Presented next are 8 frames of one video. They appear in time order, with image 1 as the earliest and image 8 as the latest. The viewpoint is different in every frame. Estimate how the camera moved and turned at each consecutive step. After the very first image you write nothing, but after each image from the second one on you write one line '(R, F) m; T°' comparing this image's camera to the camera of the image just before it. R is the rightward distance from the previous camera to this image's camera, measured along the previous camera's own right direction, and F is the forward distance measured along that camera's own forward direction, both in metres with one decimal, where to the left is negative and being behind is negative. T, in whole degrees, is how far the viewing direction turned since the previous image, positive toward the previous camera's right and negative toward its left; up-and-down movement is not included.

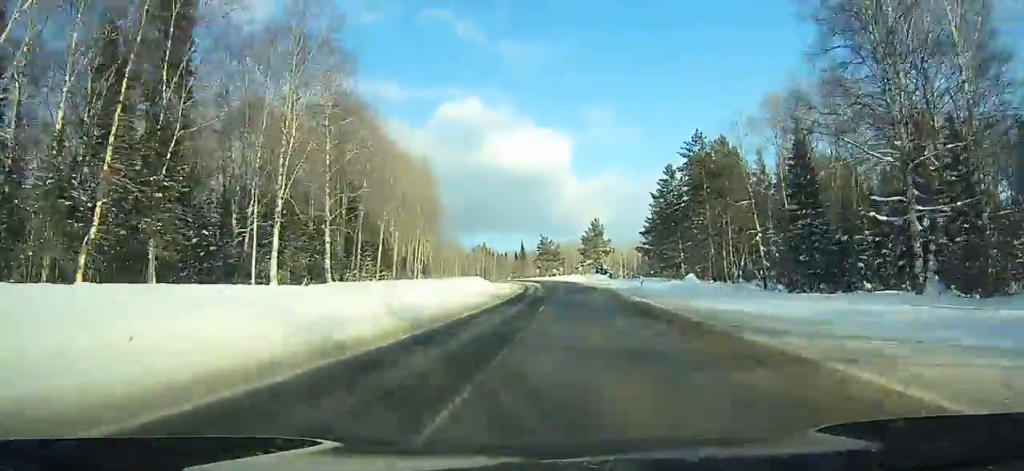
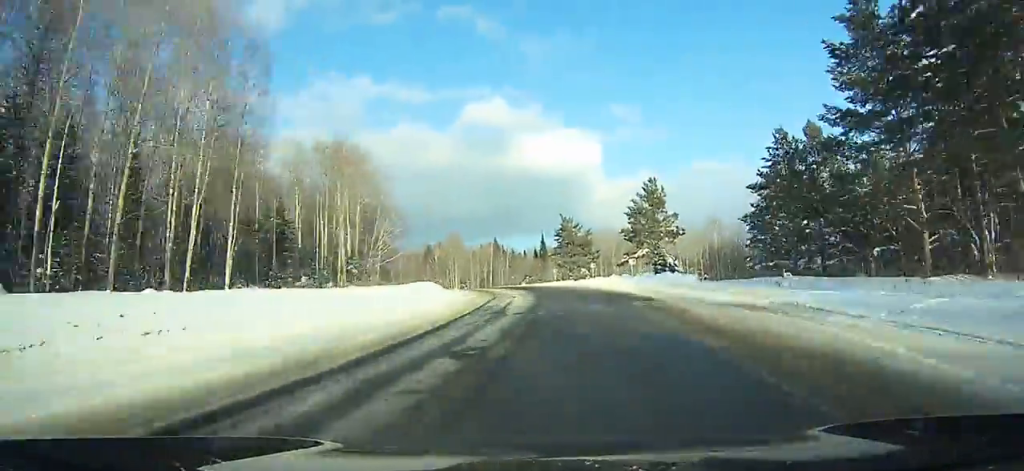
(-1.6, +58.1) m; -5°
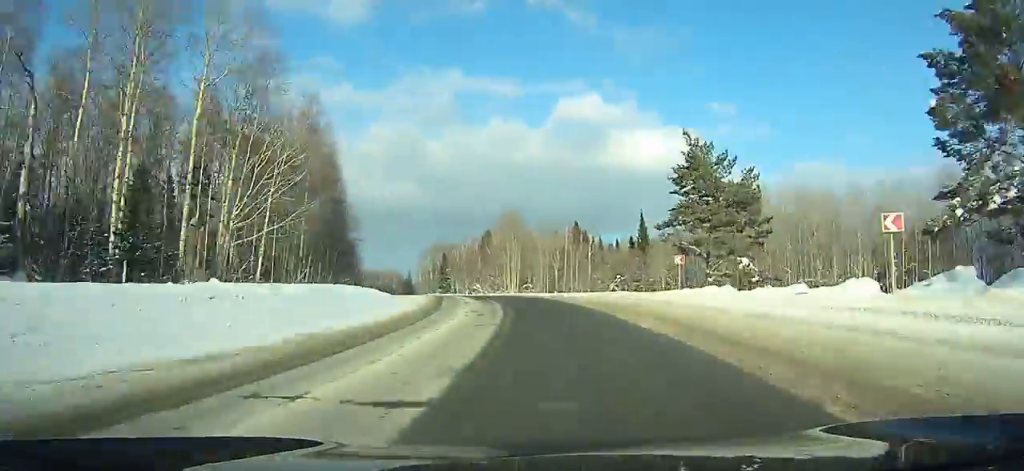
(-3.7, +62.9) m; -11°
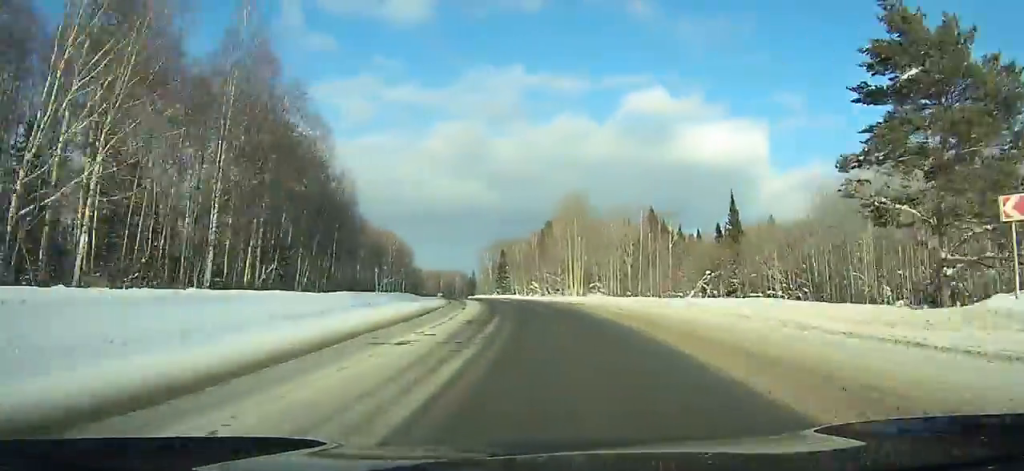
(0.0, +26.5) m; -8°
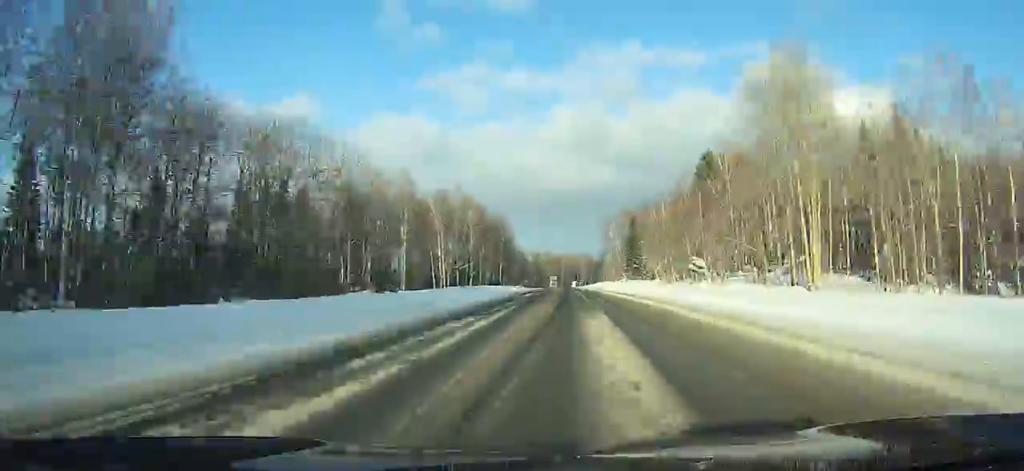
(-14.8, +59.5) m; -24°
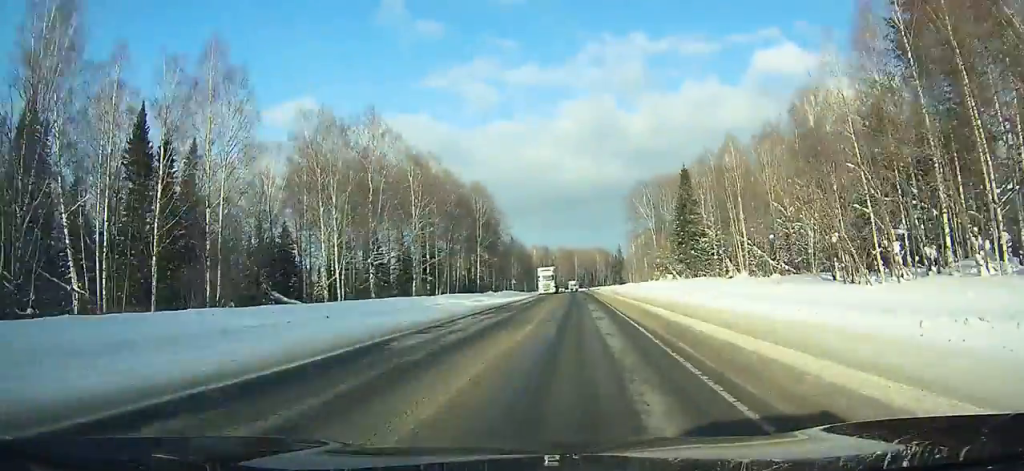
(-10.5, +47.6) m; +15°
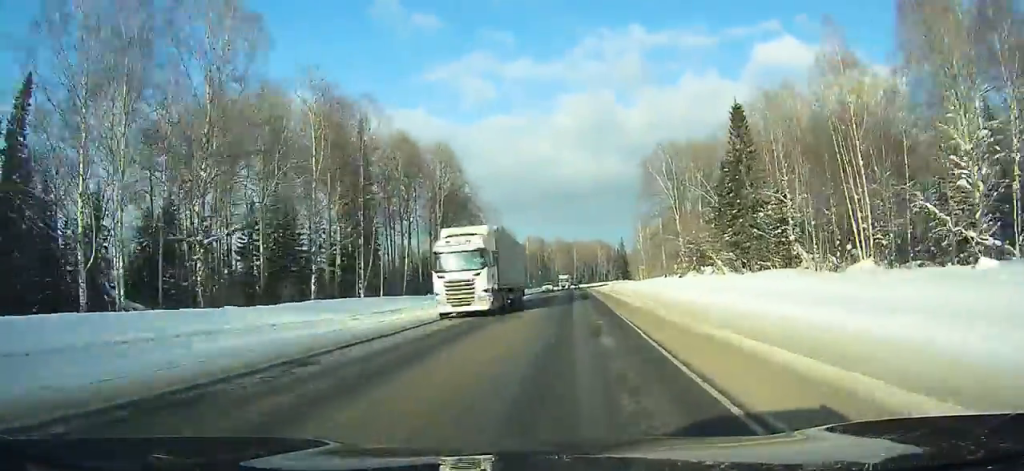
(+15.3, +35.5) m; +8°
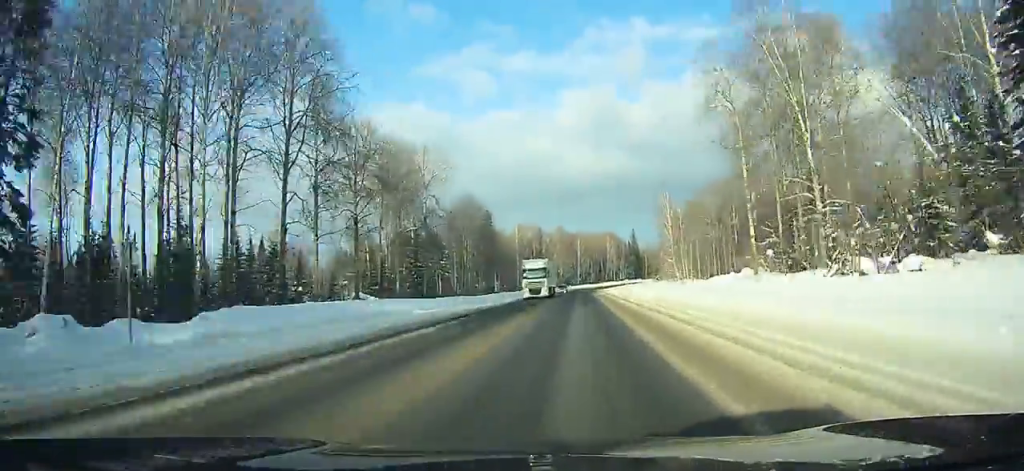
(+2.2, +64.1) m; -2°
